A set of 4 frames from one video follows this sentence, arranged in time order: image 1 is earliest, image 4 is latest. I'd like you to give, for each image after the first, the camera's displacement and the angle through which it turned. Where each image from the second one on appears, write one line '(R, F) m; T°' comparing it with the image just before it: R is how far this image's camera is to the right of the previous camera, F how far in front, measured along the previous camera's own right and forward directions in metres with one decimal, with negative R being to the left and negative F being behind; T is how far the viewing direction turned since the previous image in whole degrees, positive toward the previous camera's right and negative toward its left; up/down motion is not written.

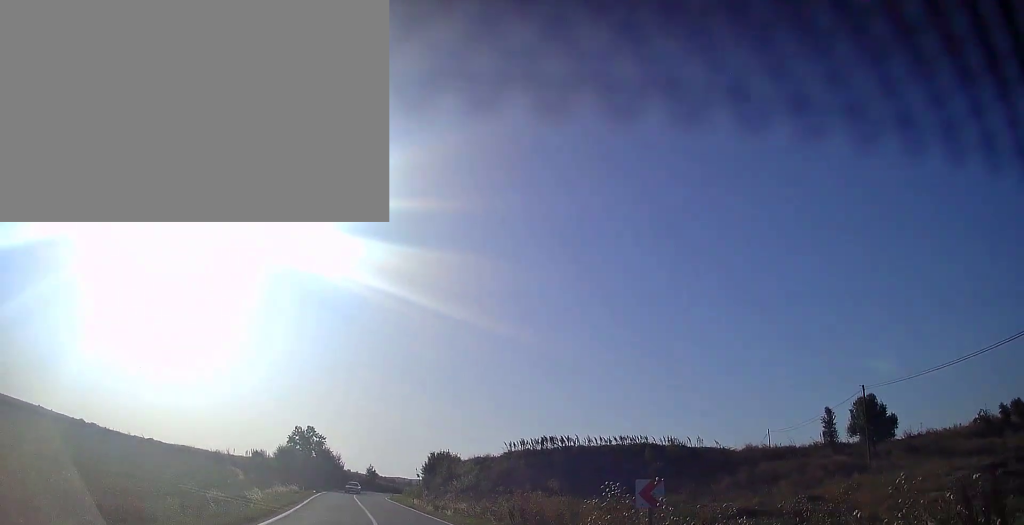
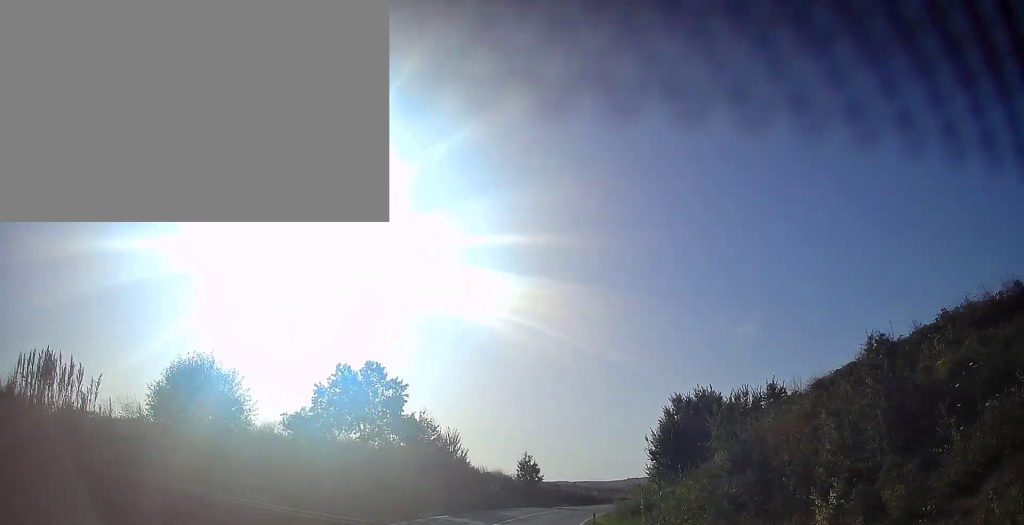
(-12.3, +49.0) m; -19°
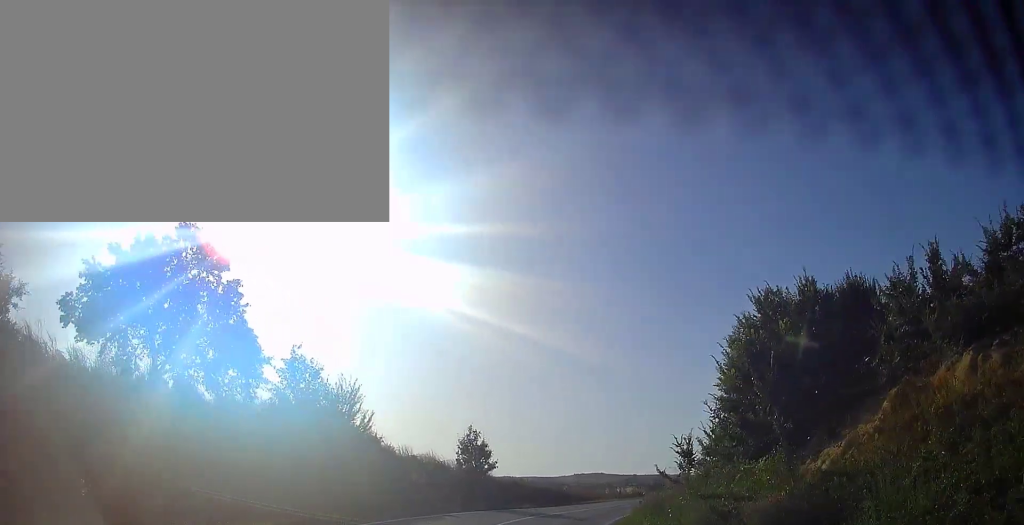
(+0.1, +18.2) m; +3°
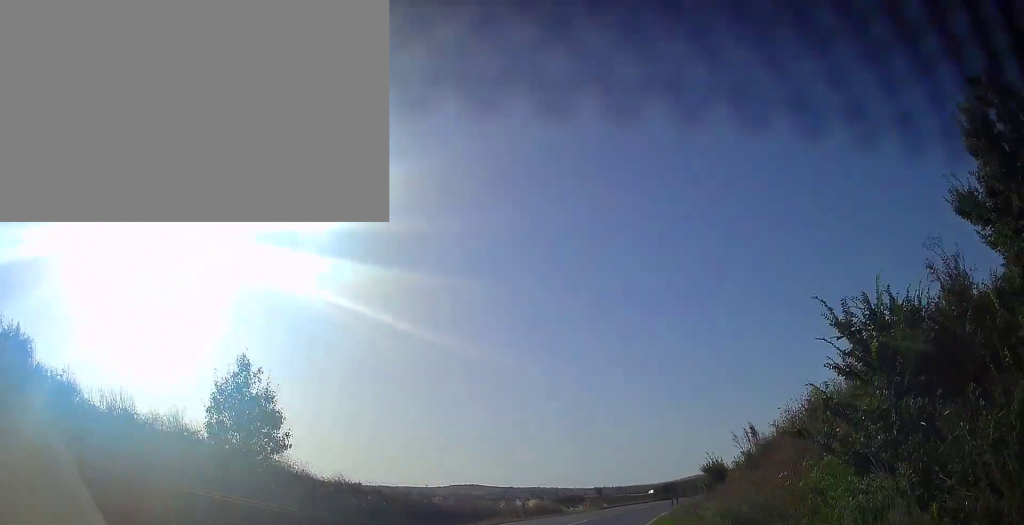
(+1.4, +19.6) m; +9°
